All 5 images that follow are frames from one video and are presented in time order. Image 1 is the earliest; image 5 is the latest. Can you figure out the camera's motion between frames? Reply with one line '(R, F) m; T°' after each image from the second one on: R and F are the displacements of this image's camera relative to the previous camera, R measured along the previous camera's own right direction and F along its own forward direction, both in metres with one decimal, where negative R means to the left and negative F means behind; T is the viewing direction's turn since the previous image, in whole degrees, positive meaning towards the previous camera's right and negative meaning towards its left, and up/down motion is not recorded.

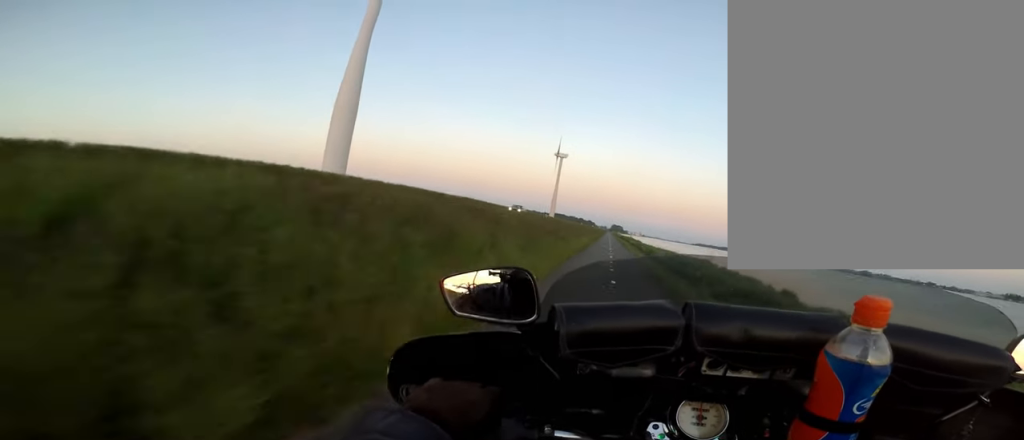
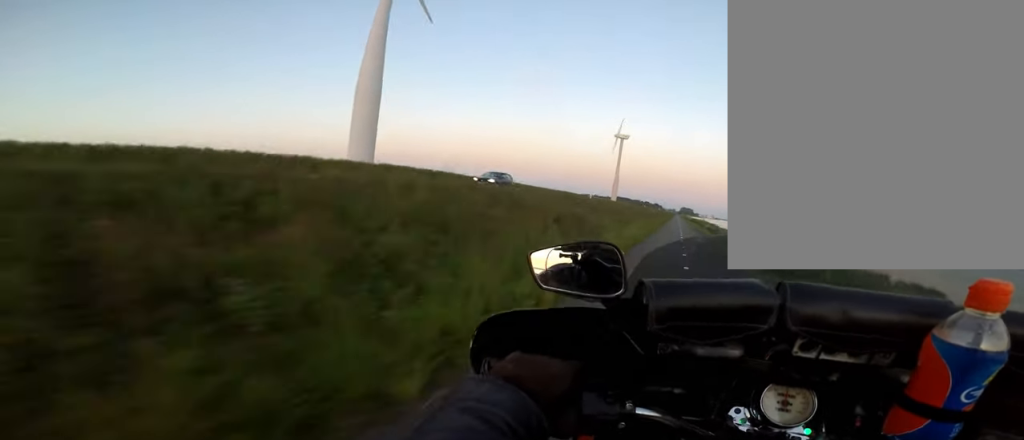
(0.0, +9.5) m; +3°
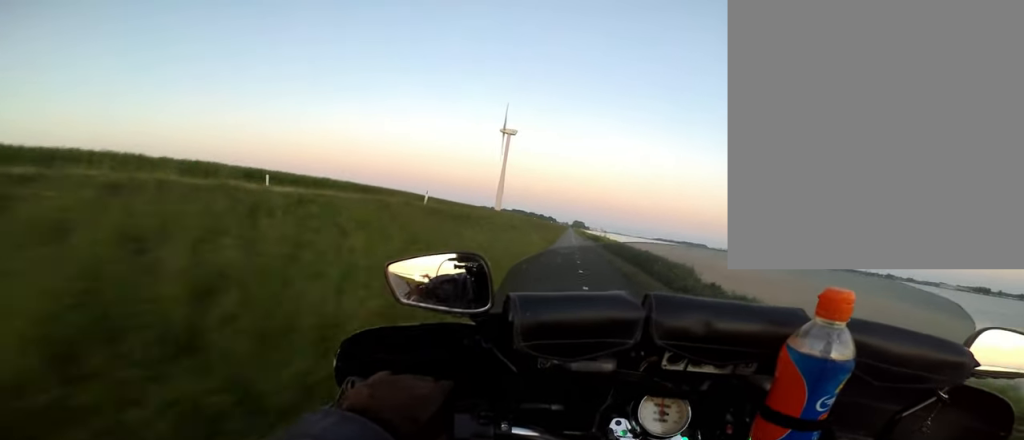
(-2.4, +64.6) m; -1°
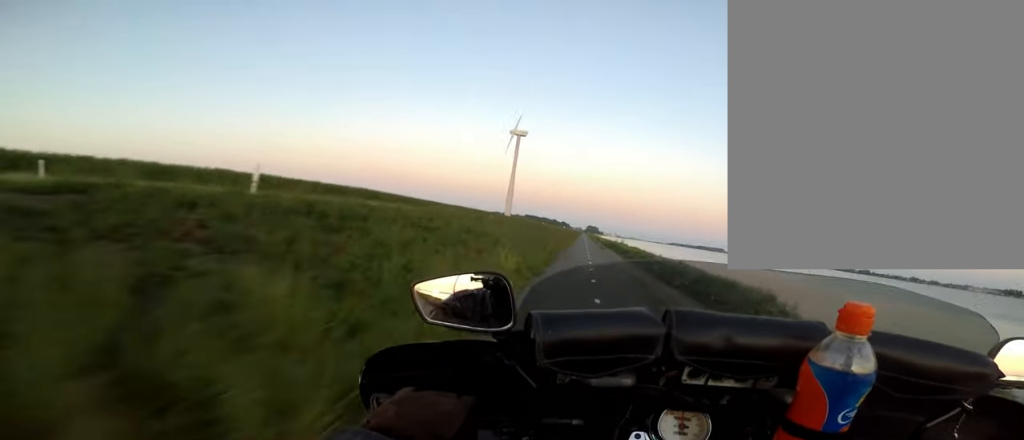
(-0.4, +9.7) m; 0°
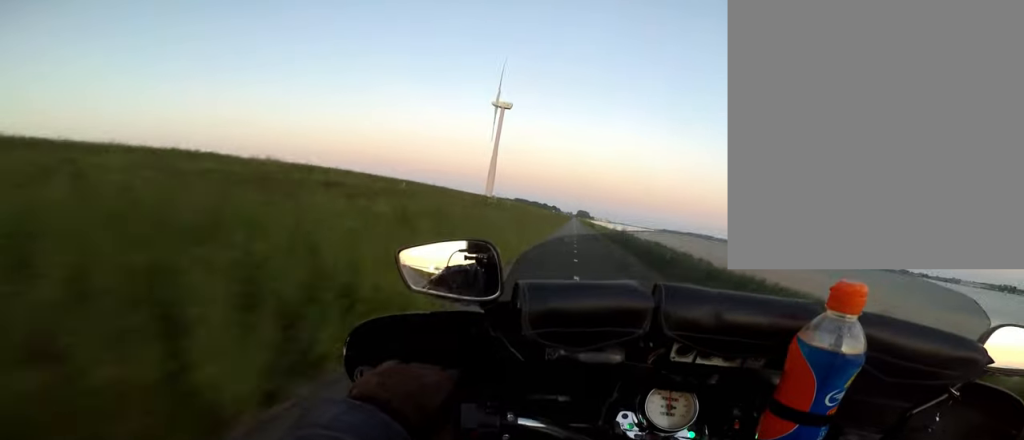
(-0.4, +25.8) m; -5°
